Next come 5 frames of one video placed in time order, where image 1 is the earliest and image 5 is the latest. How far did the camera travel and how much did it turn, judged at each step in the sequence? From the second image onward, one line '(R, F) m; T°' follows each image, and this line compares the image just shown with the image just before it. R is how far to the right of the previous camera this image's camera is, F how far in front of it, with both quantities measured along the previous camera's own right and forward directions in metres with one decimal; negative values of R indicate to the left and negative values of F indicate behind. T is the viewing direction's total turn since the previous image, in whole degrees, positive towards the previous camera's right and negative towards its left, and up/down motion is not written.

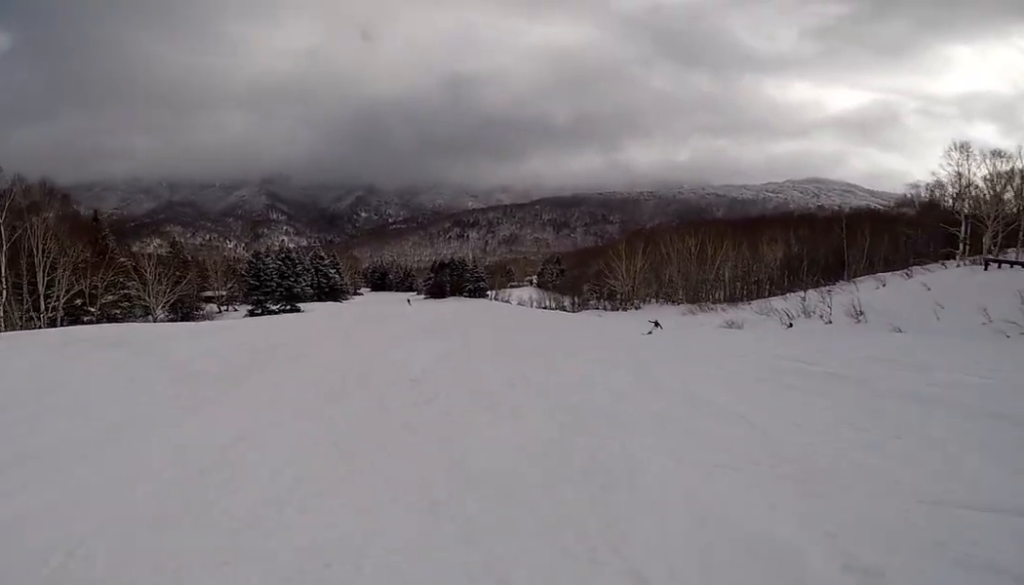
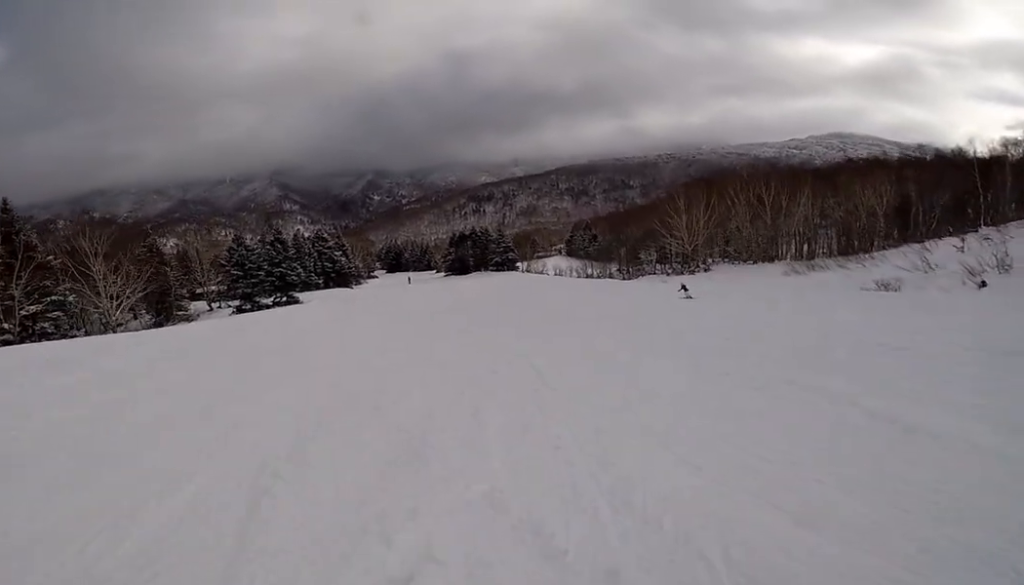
(+0.1, +13.5) m; -1°
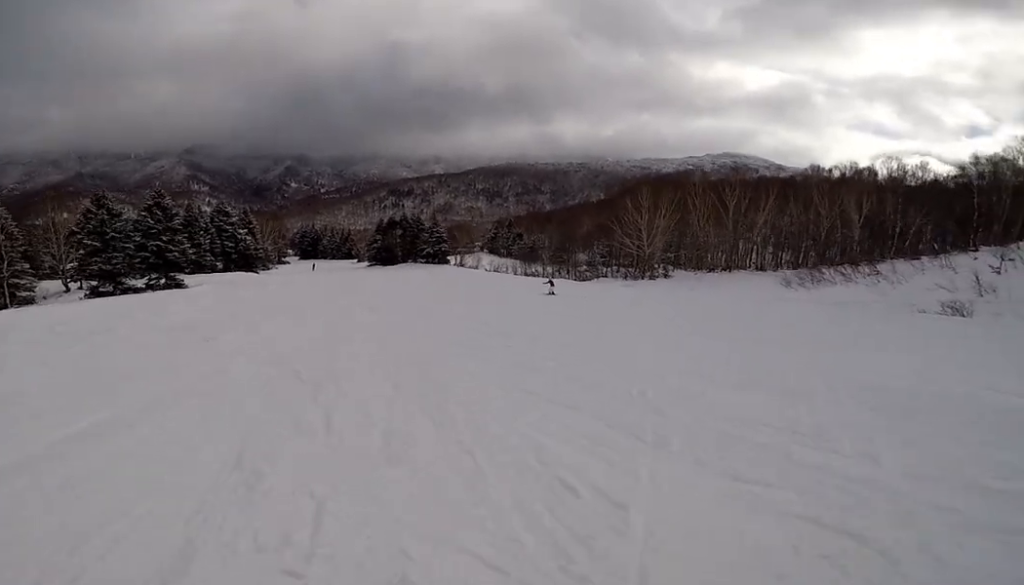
(-0.1, +12.9) m; +3°
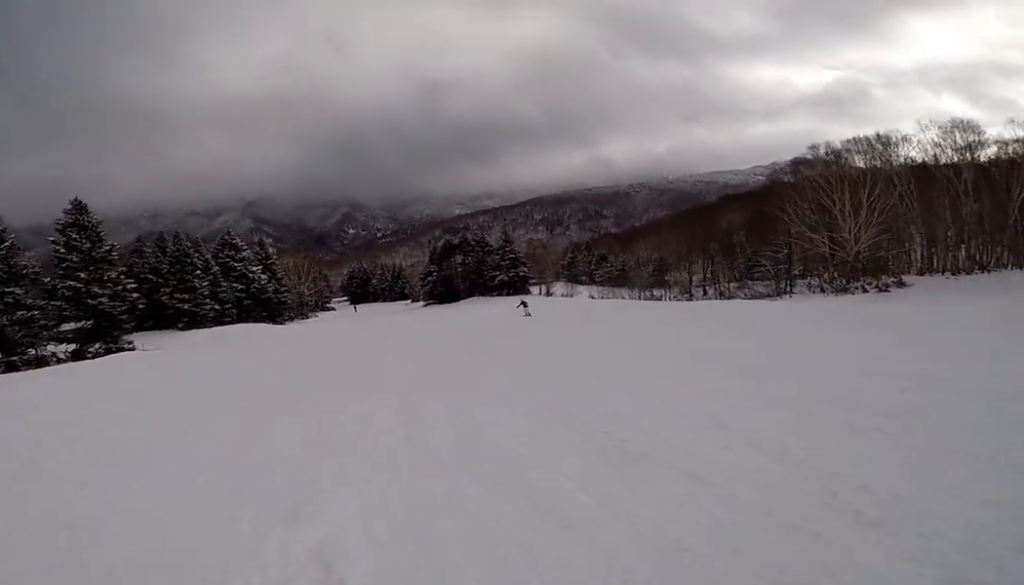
(+0.6, +21.3) m; -3°
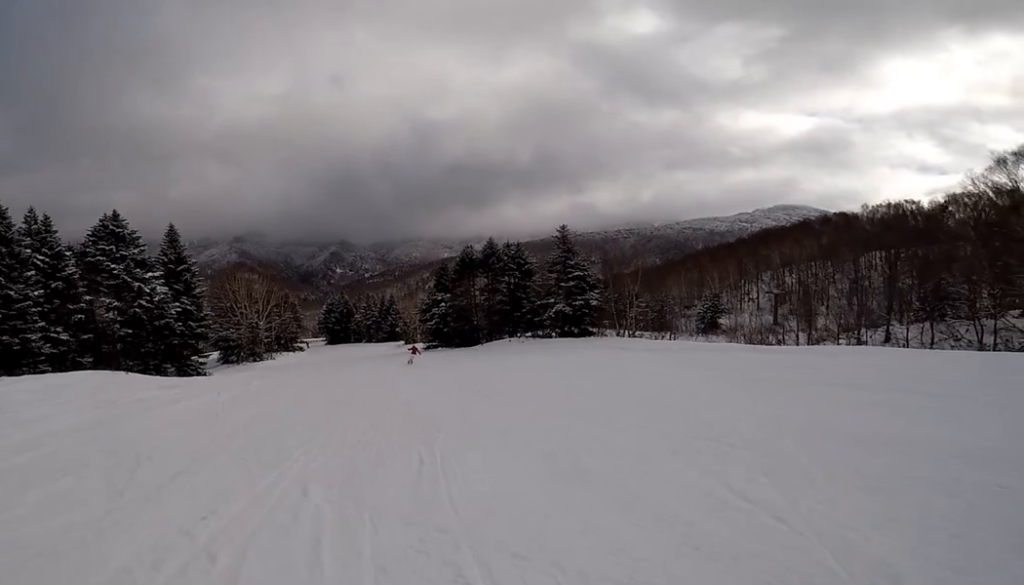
(-1.2, +25.1) m; -5°
